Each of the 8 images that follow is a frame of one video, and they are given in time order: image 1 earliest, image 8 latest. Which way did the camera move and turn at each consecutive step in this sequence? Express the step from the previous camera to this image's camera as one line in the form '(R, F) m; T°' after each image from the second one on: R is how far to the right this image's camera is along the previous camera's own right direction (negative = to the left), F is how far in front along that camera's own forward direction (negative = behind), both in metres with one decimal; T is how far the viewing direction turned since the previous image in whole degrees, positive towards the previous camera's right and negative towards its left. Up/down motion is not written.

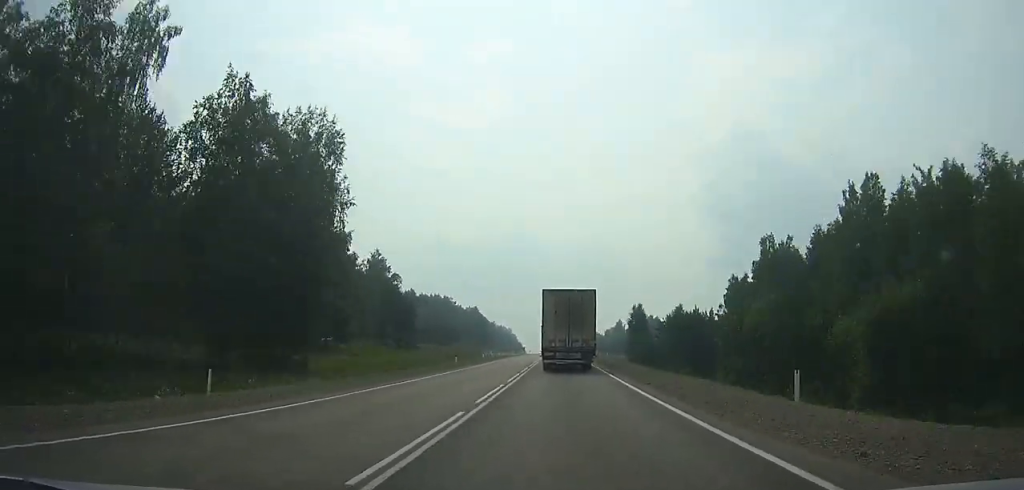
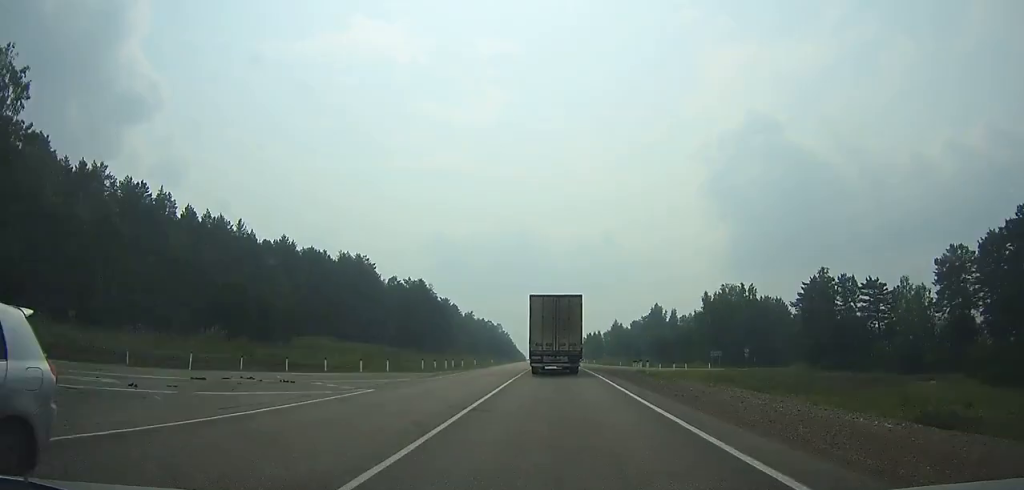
(0.0, +109.4) m; 0°
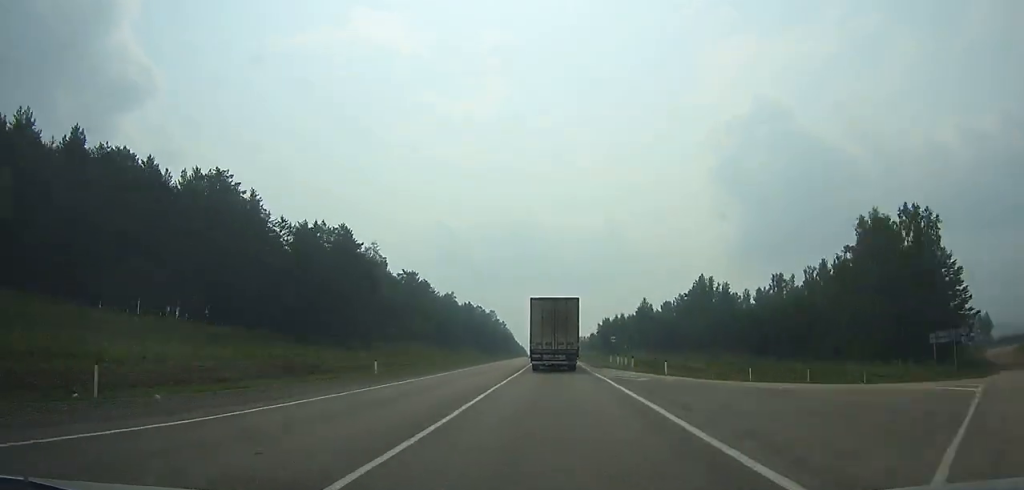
(0.0, +61.1) m; 0°
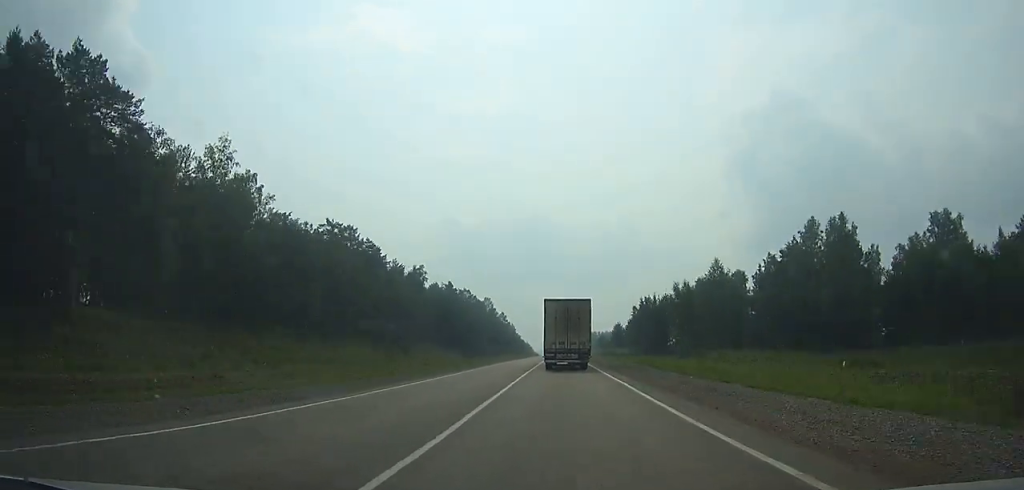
(0.0, +61.7) m; 0°
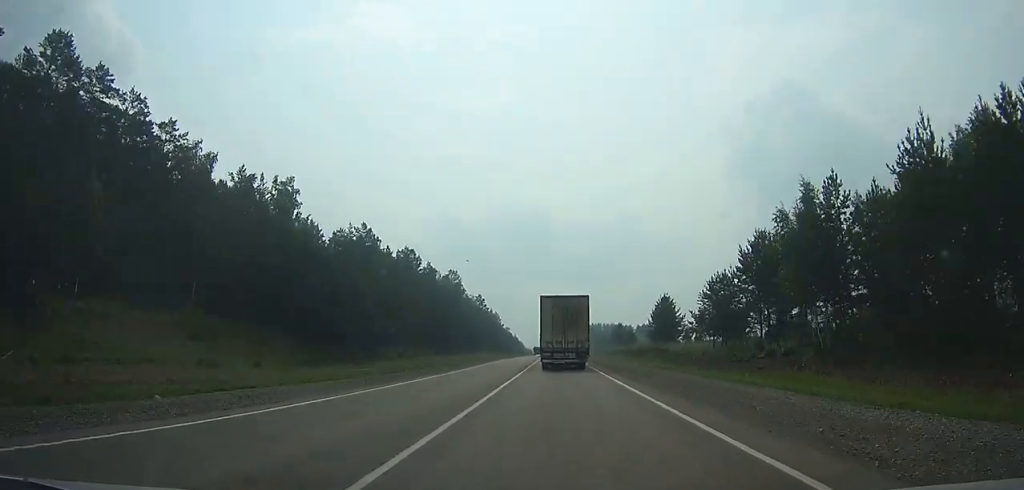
(-0.5, +72.6) m; -1°
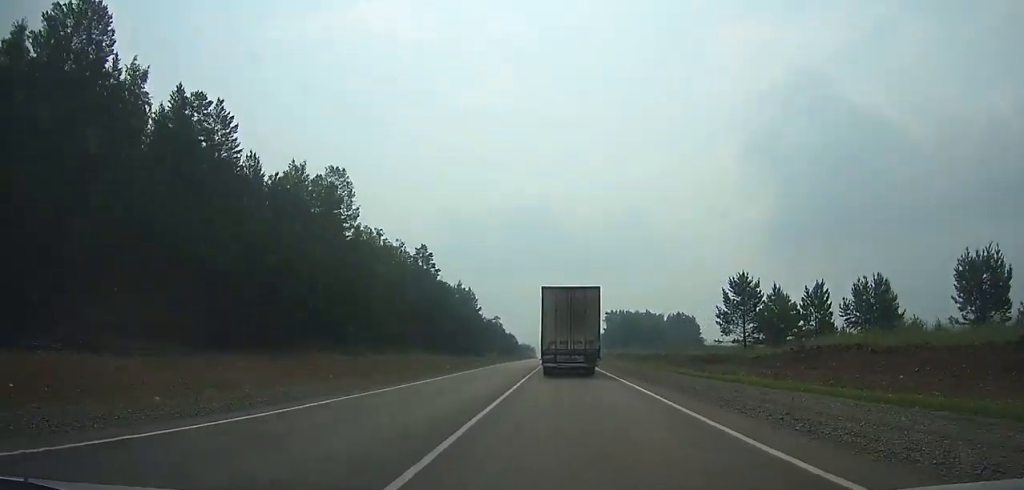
(-0.2, +91.7) m; 0°
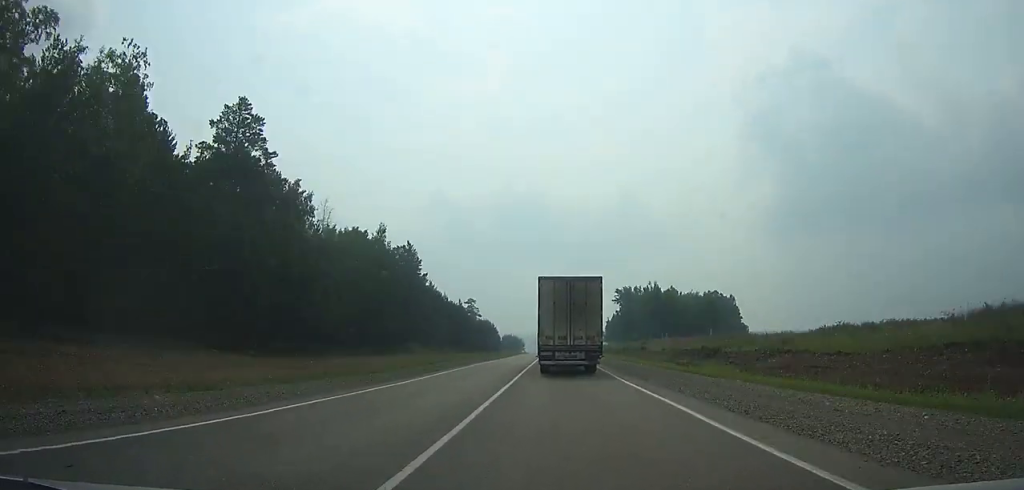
(0.0, +66.9) m; 0°
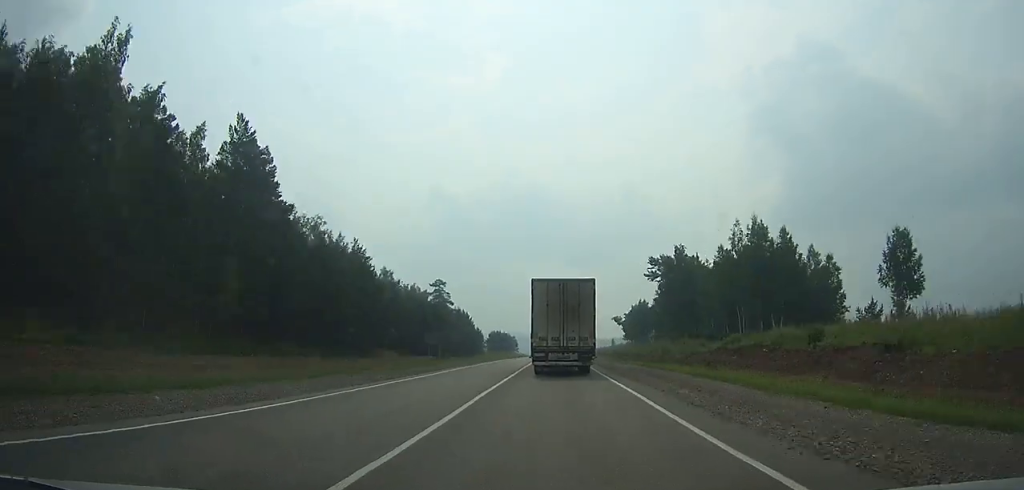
(0.0, +65.6) m; 0°
